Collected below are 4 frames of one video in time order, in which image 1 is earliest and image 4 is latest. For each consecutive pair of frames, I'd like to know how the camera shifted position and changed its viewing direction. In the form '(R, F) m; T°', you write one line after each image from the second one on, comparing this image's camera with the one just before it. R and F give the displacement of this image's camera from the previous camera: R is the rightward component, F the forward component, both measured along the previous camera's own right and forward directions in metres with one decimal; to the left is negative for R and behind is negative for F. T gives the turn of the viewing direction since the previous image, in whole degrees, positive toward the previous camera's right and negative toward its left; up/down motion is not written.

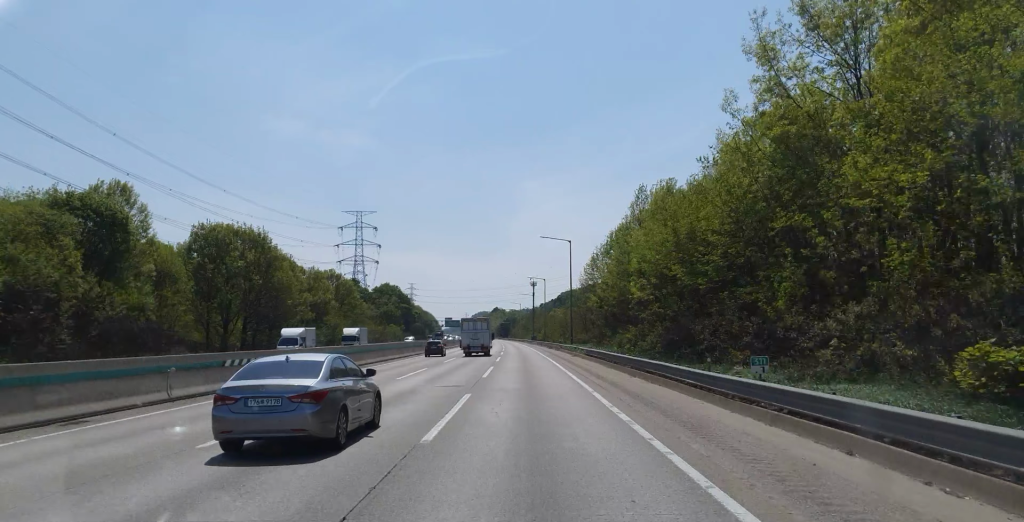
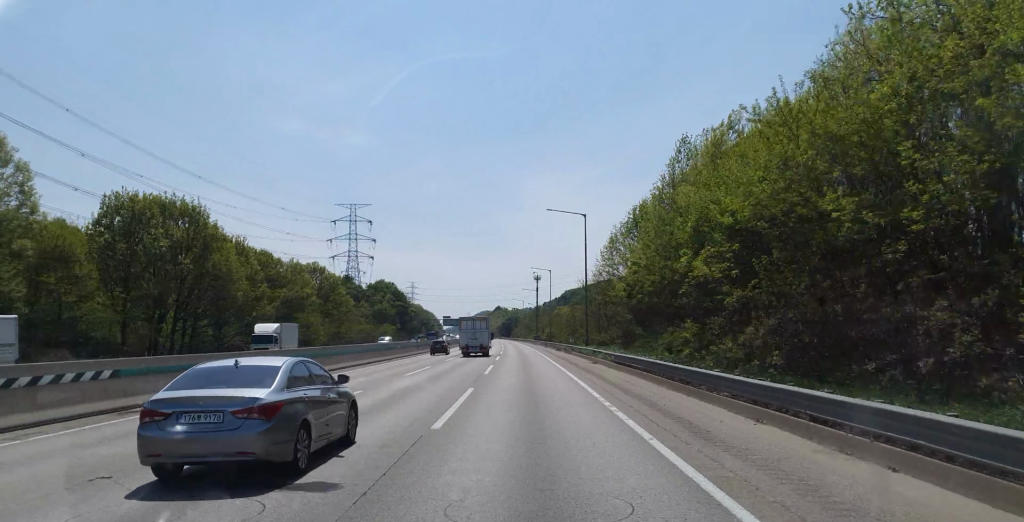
(-0.3, +19.3) m; 0°
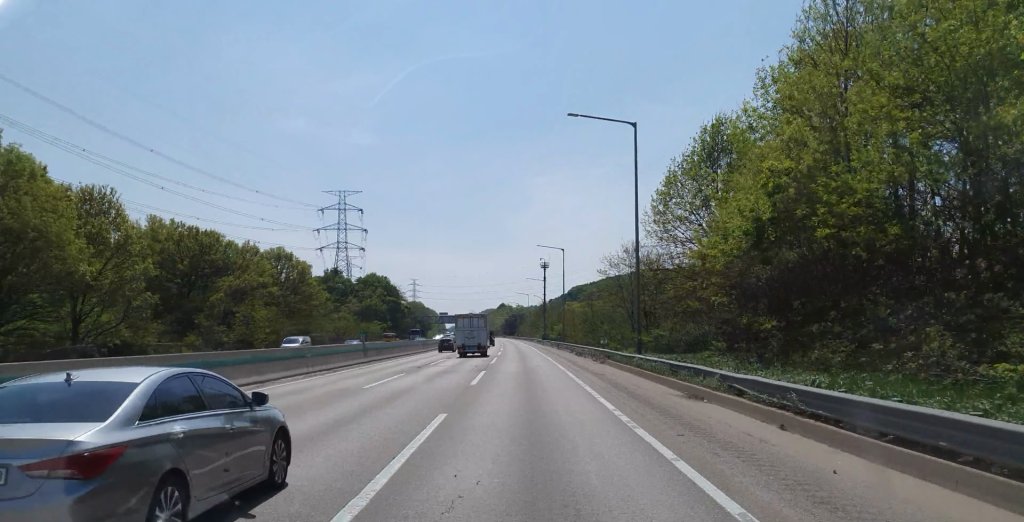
(+0.2, +28.3) m; 0°
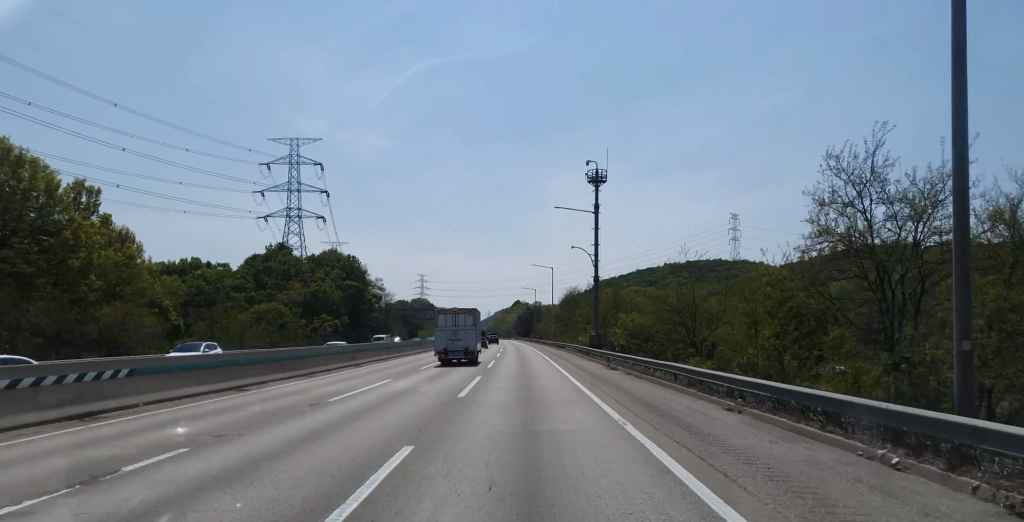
(-1.5, +85.6) m; -3°
